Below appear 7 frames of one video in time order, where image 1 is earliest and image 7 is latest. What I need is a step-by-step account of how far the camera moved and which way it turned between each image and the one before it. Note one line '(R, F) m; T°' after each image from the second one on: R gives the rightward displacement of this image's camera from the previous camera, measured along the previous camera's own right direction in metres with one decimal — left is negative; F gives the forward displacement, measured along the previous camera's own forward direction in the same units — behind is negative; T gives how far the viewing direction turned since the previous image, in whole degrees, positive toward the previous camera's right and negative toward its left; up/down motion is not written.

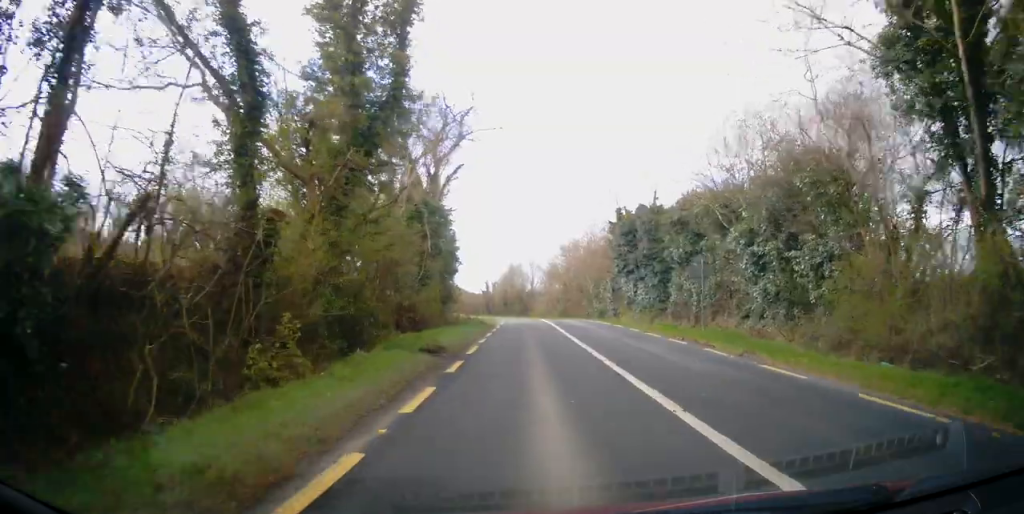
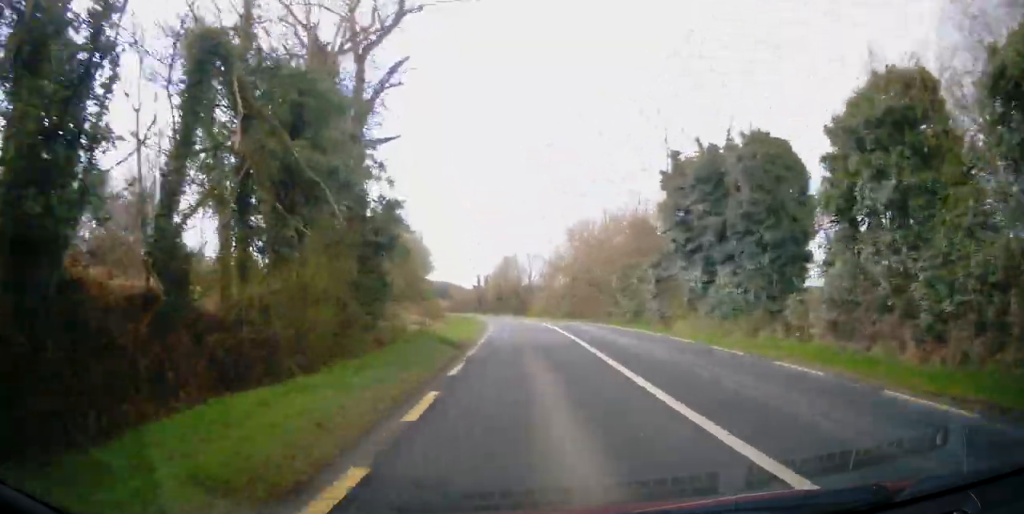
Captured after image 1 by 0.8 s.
(0.0, +16.2) m; 0°
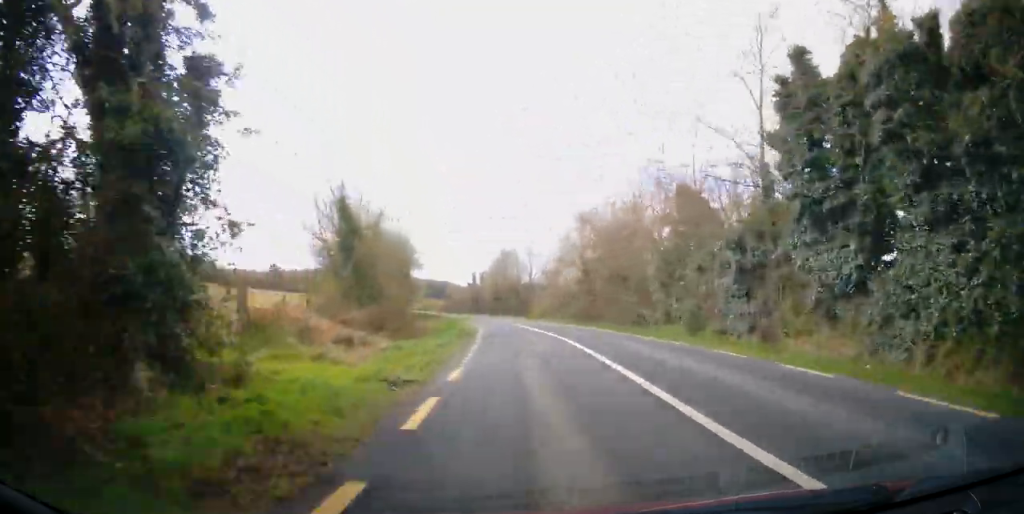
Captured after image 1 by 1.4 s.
(0.0, +12.2) m; 0°
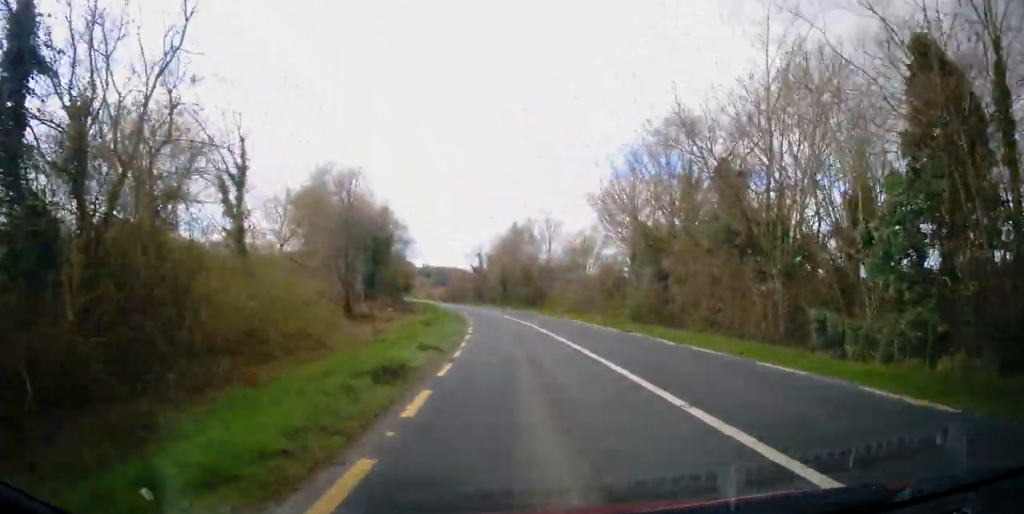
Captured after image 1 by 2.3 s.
(-0.1, +19.0) m; -1°
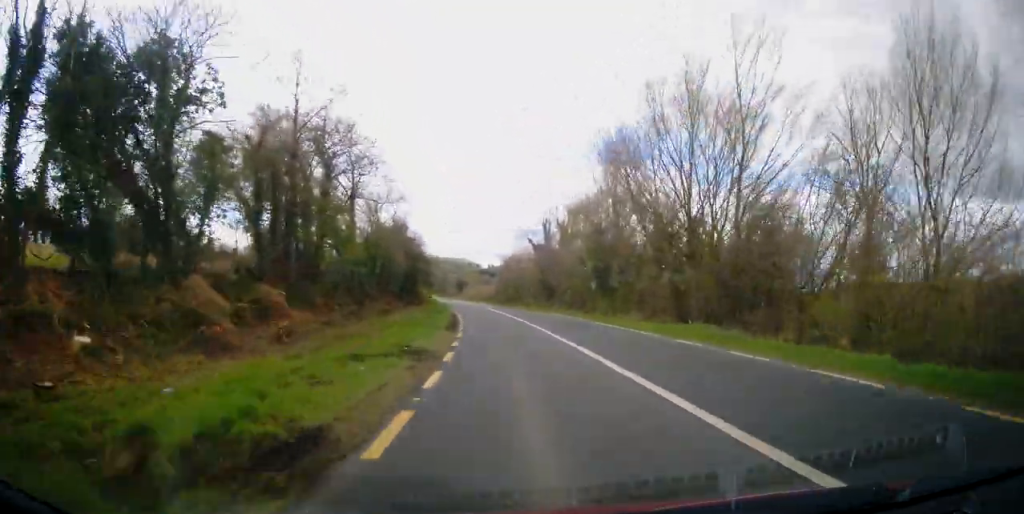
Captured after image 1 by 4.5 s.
(-1.2, +44.8) m; -5°
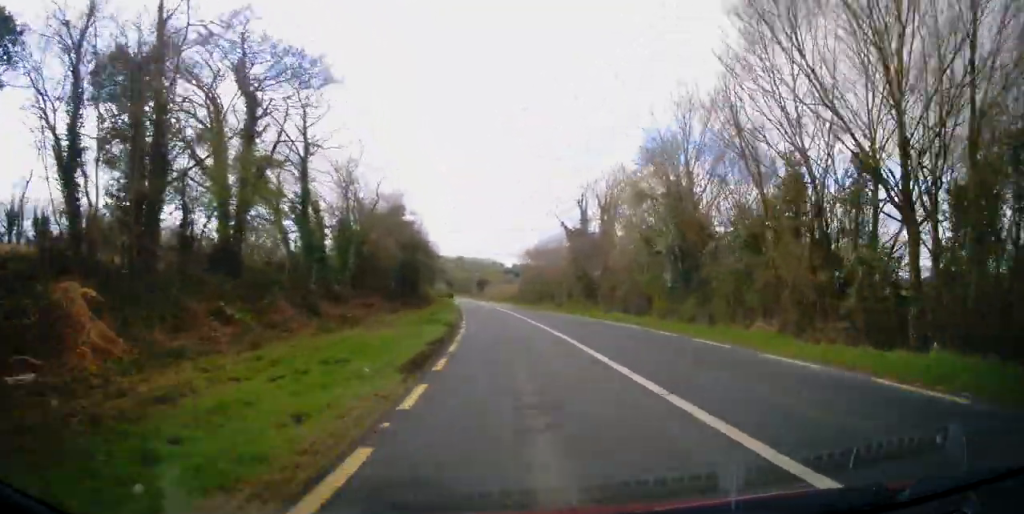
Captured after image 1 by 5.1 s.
(-0.5, +13.4) m; -3°
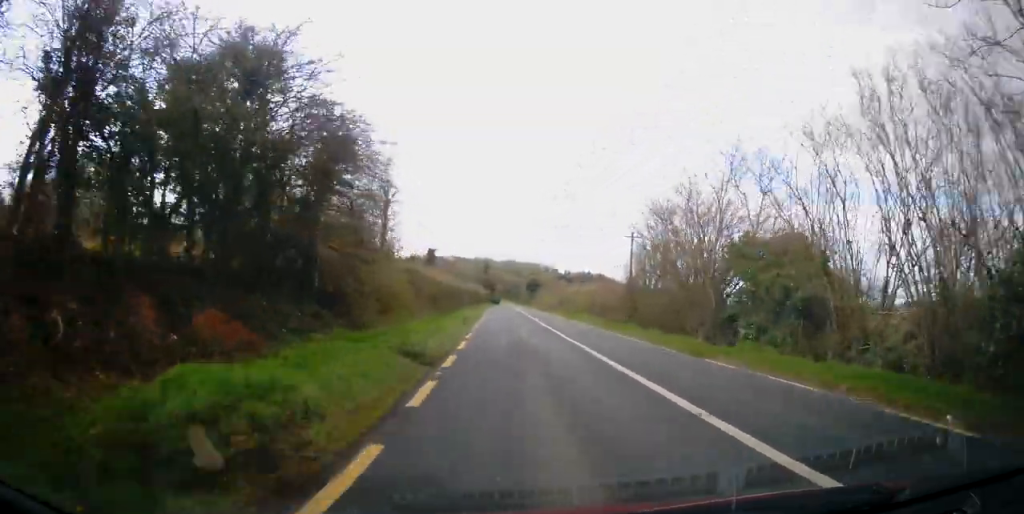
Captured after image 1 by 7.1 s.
(-1.8, +43.0) m; -6°
